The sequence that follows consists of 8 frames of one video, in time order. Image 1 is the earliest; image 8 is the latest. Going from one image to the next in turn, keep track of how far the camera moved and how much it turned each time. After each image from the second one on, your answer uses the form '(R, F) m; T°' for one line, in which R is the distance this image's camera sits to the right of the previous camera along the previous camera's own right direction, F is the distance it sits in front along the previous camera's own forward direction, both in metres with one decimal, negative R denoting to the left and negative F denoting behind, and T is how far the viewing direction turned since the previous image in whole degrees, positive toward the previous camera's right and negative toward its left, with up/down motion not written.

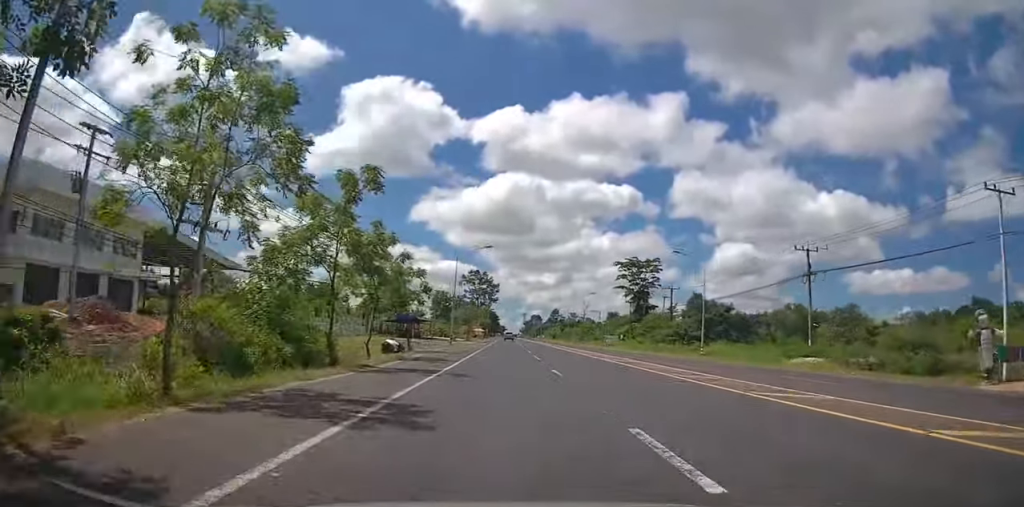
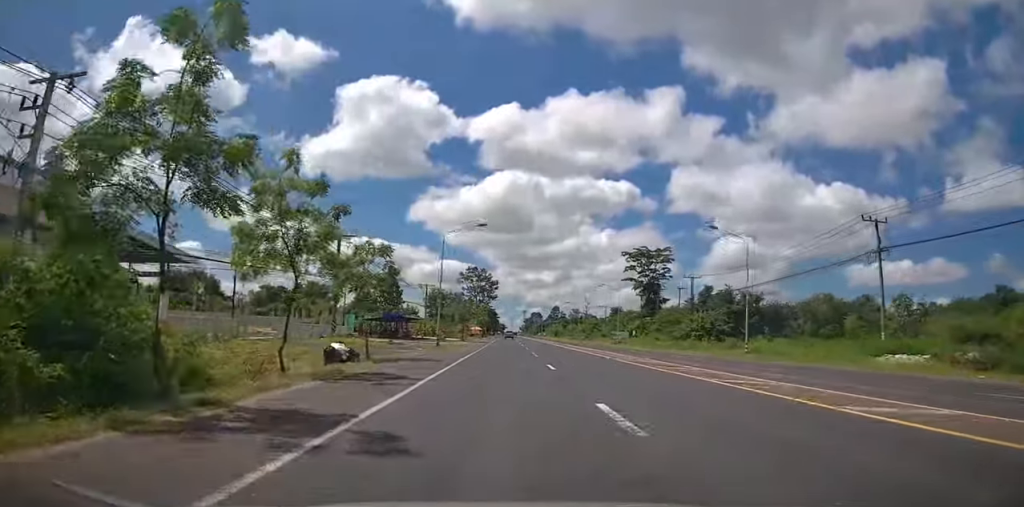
(+0.3, +9.9) m; 0°
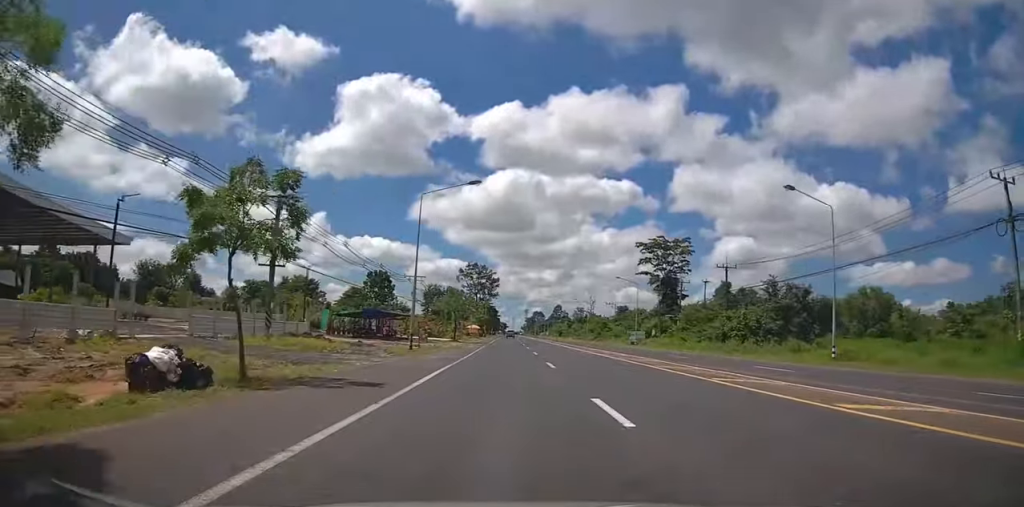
(+0.2, +11.8) m; 0°
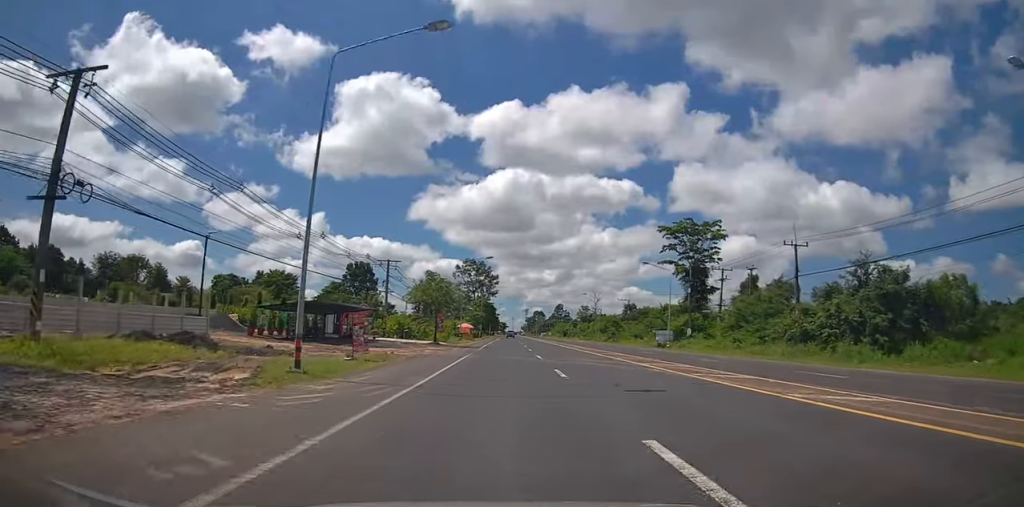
(-0.6, +16.4) m; -2°
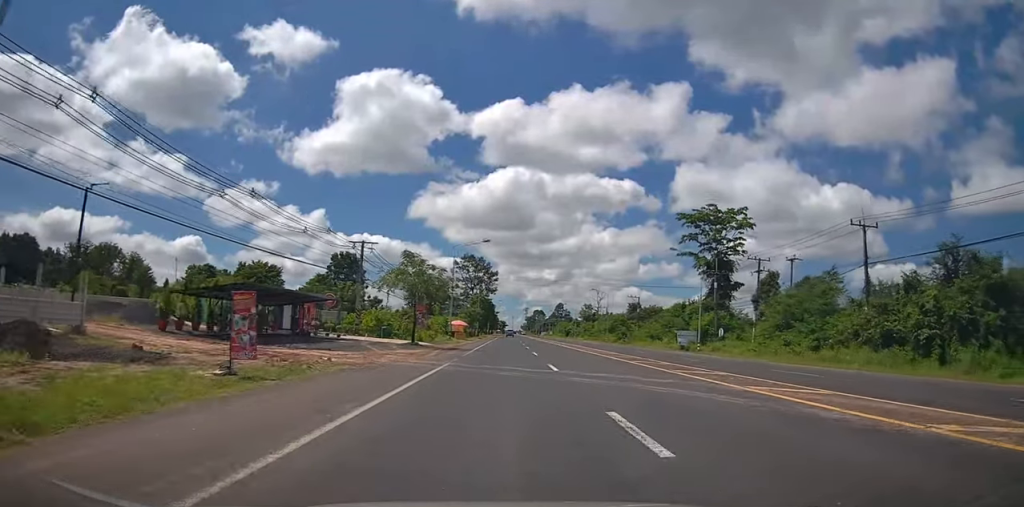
(+0.1, +10.2) m; 0°
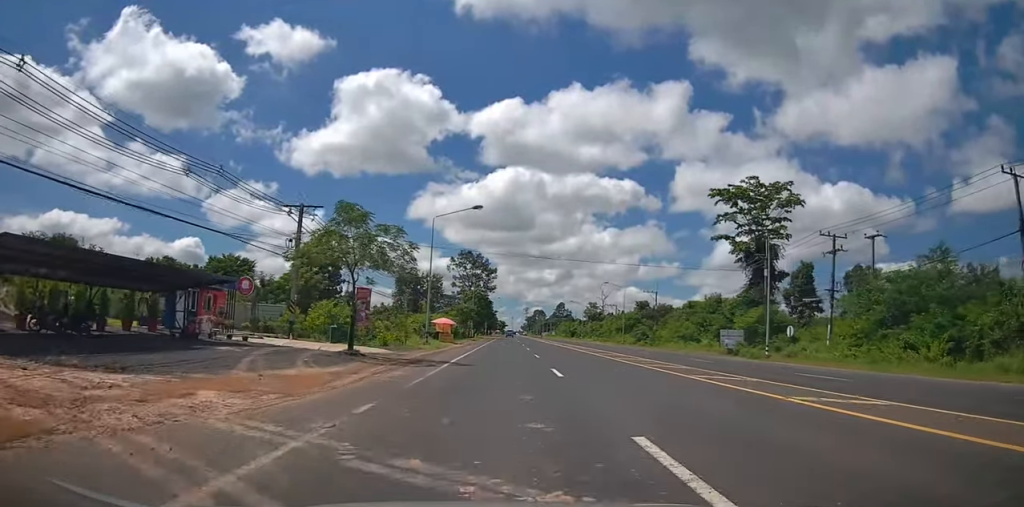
(0.0, +14.1) m; 0°
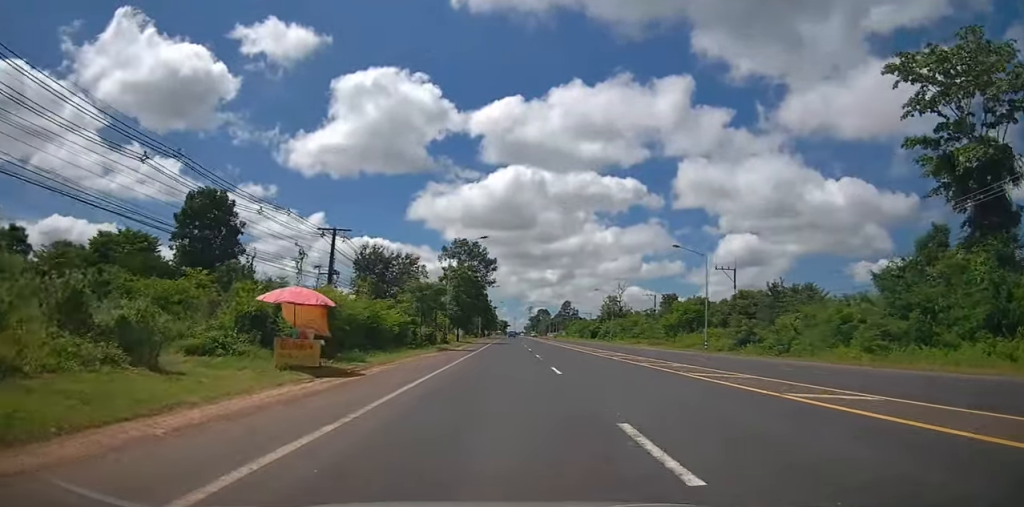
(-0.1, +35.7) m; 0°
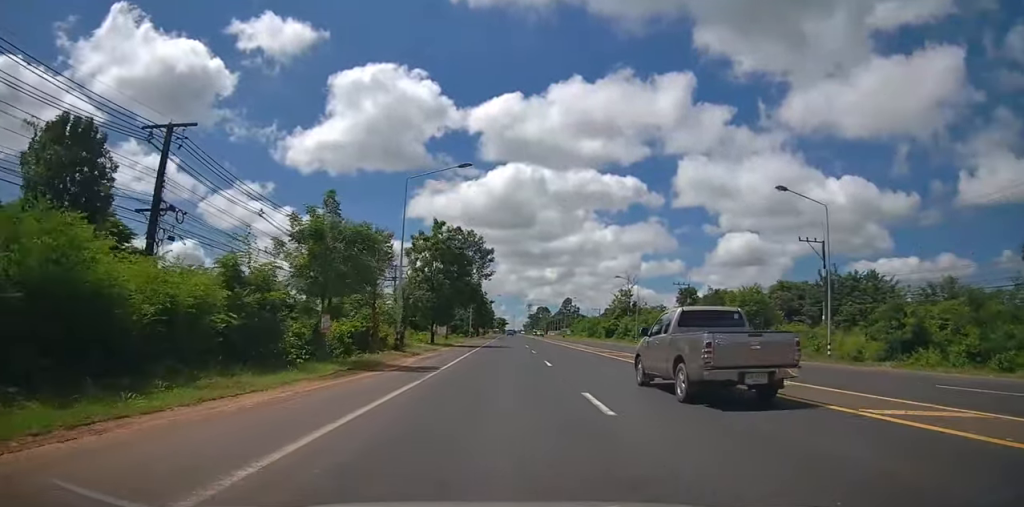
(+0.1, +20.7) m; +1°
